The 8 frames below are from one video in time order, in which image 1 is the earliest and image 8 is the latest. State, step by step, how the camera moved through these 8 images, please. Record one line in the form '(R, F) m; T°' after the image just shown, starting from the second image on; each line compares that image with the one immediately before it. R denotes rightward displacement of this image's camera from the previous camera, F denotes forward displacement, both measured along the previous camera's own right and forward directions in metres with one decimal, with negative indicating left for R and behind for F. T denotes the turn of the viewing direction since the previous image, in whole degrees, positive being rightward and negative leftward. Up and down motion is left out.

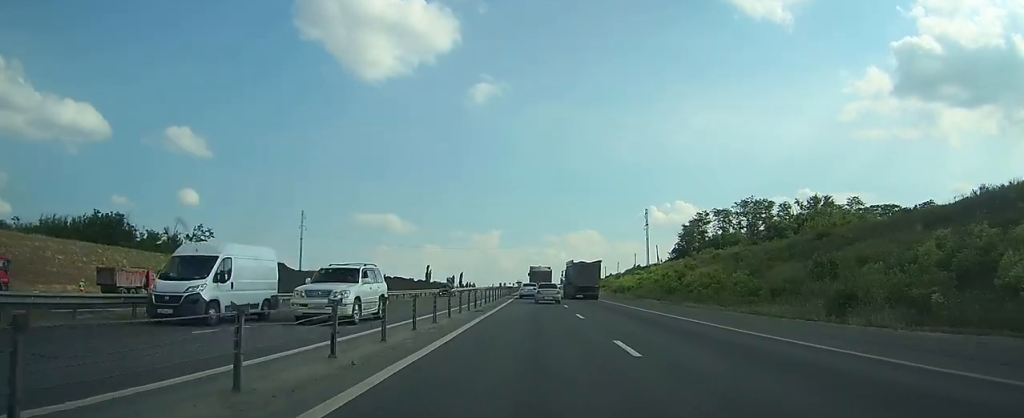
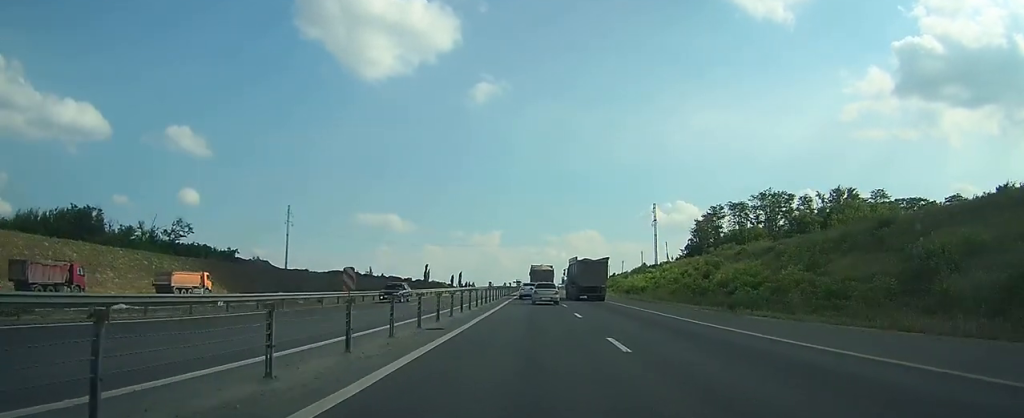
(0.0, +12.3) m; 0°
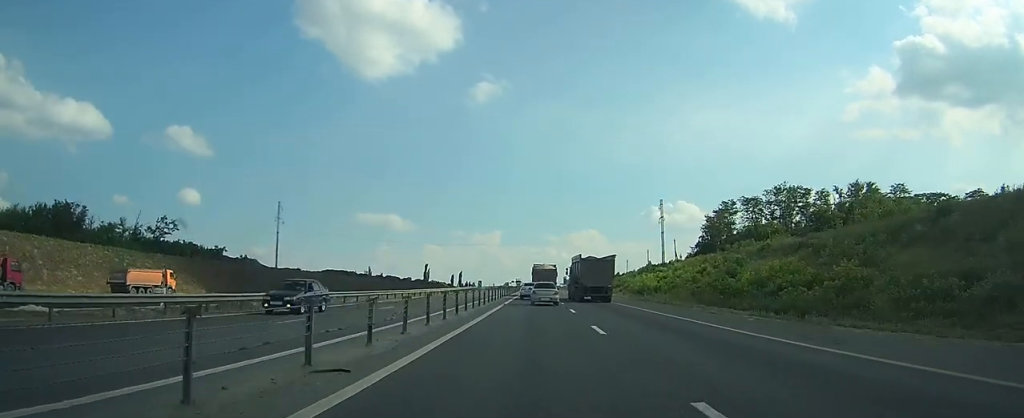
(0.0, +8.4) m; 0°
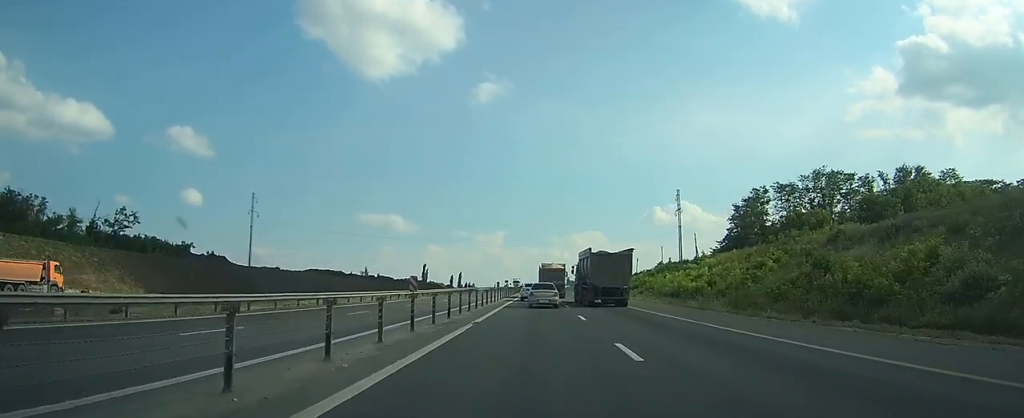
(0.0, +18.7) m; 0°
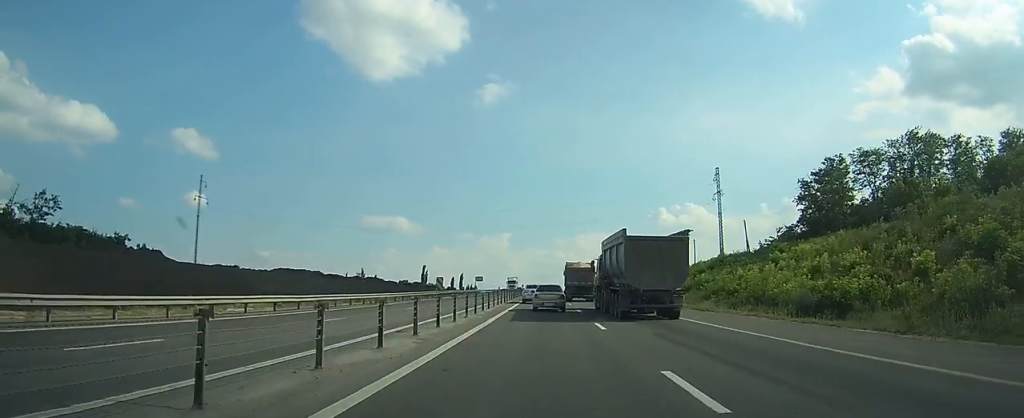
(-0.2, +28.7) m; -1°
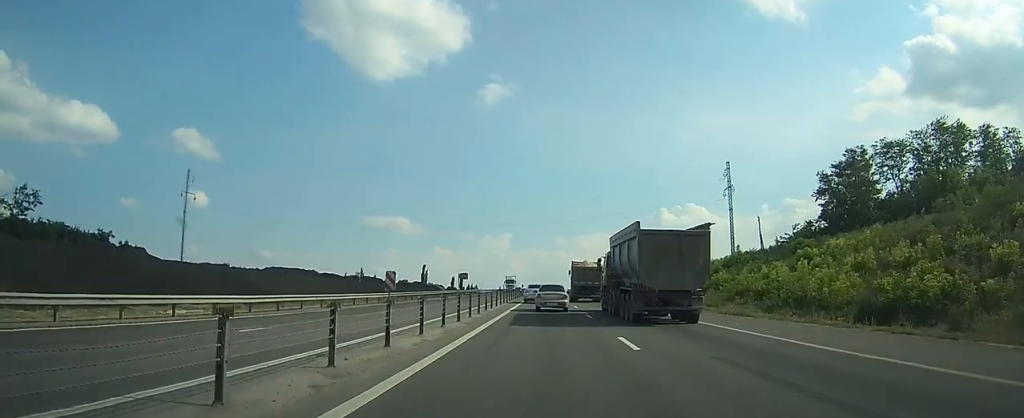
(0.0, +5.7) m; 0°
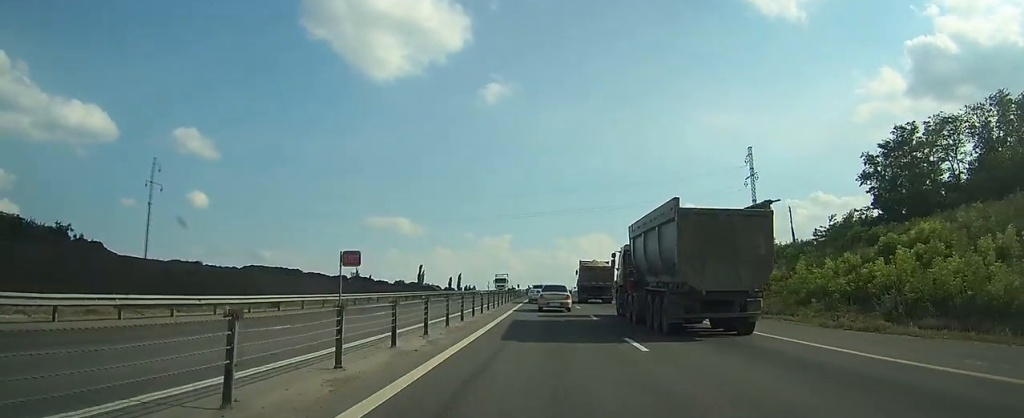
(0.0, +11.9) m; 0°
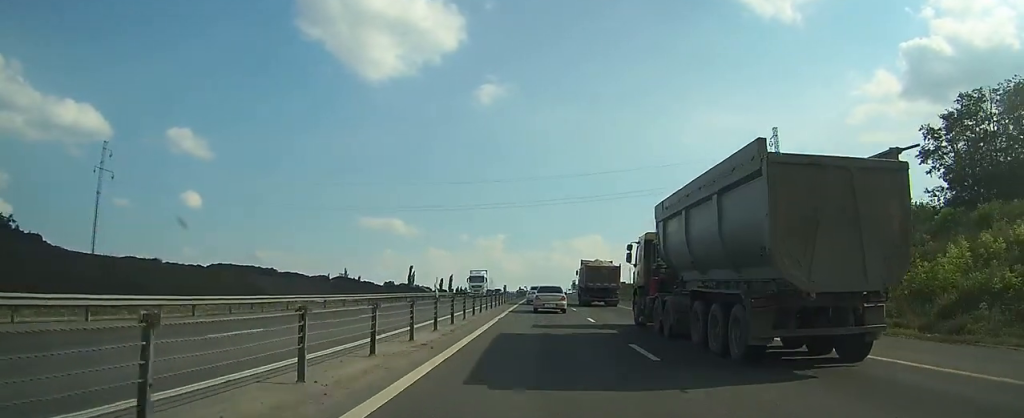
(0.0, +12.9) m; 0°
